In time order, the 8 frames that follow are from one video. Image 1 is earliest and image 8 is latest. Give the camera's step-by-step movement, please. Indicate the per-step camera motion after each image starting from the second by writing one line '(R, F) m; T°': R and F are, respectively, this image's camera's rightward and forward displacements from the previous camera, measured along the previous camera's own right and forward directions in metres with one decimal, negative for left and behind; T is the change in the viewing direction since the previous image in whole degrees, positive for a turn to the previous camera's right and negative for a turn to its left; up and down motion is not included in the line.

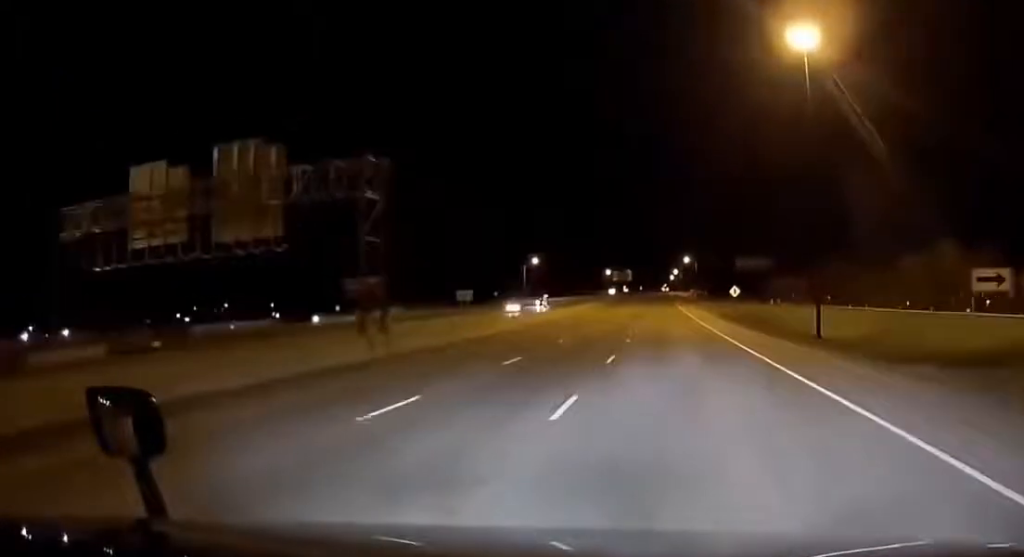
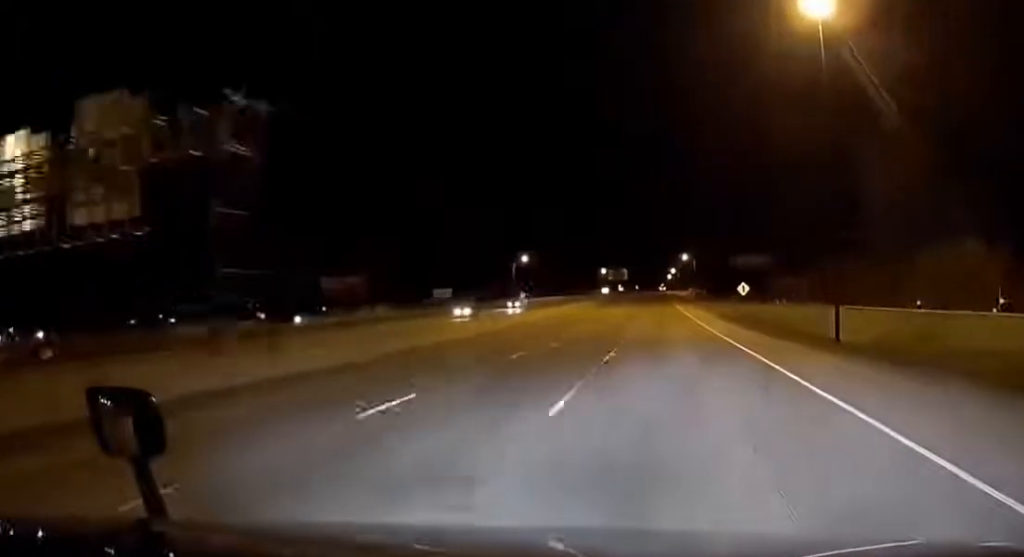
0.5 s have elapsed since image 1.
(+0.3, +11.9) m; +1°
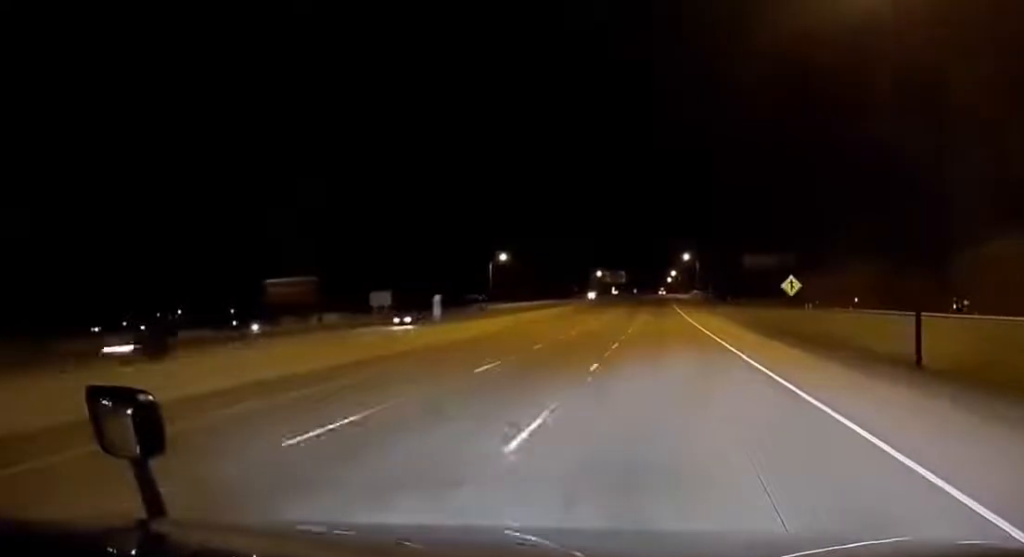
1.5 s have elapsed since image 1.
(+0.3, +27.1) m; +1°
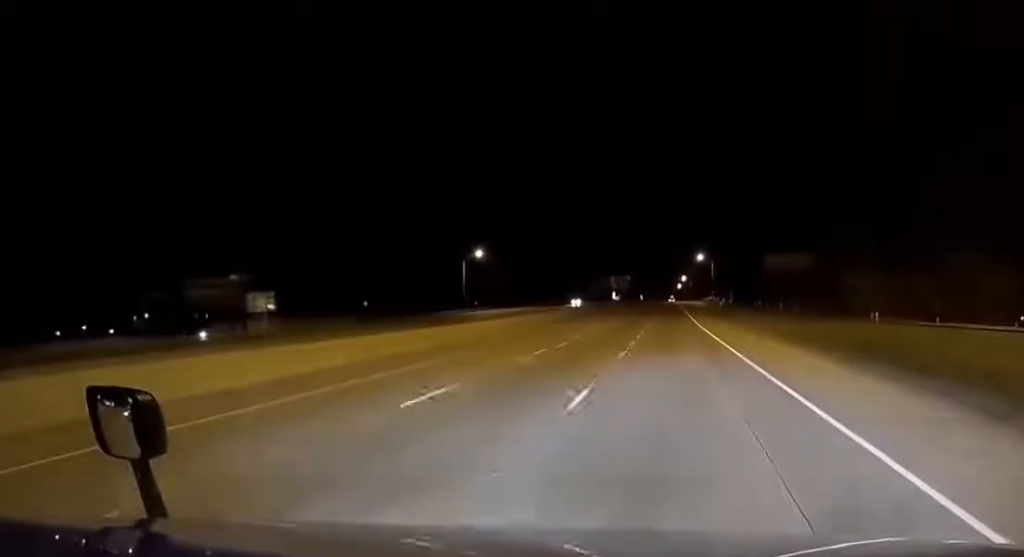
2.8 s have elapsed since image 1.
(0.0, +32.1) m; -1°
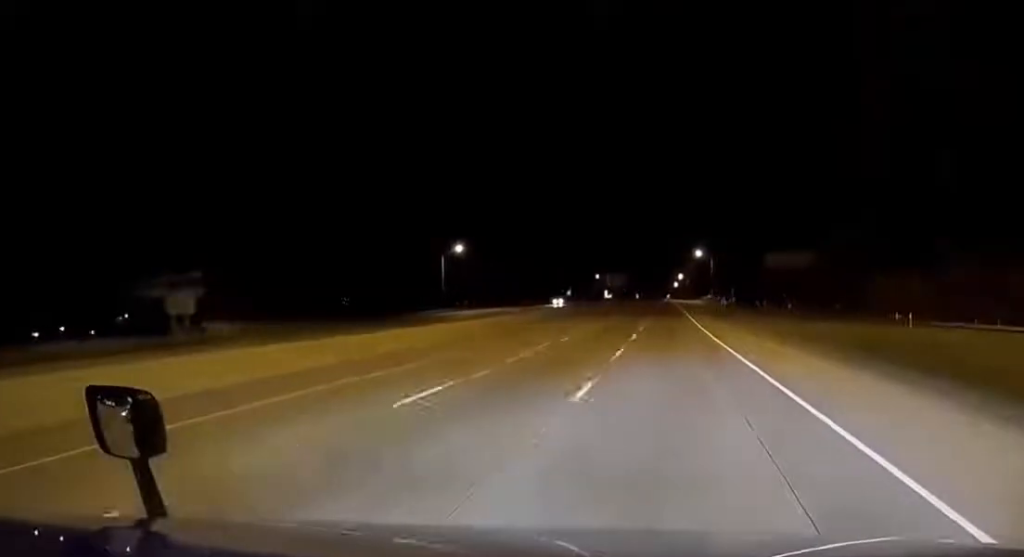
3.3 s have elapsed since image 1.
(-0.3, +11.8) m; 0°
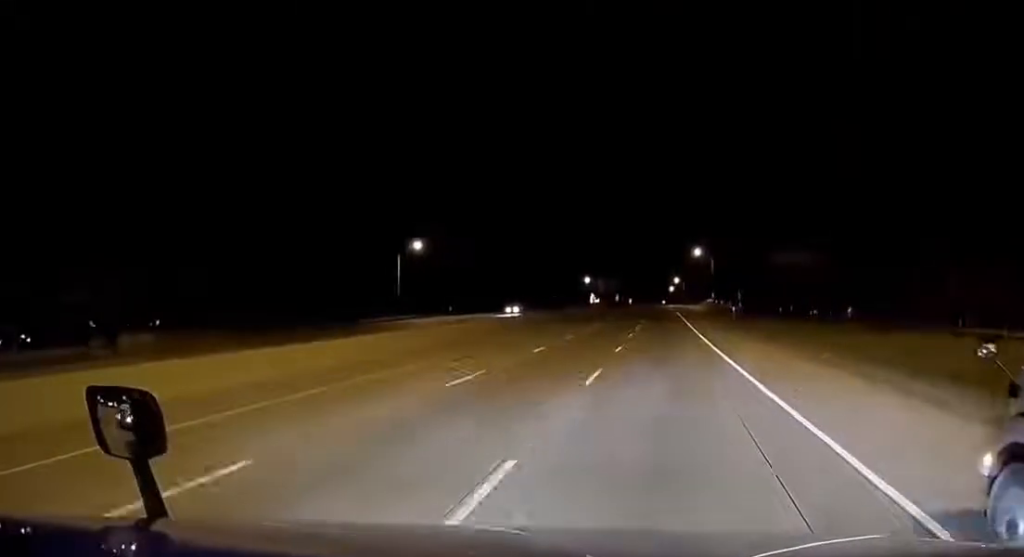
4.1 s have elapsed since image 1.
(-0.3, +21.1) m; 0°
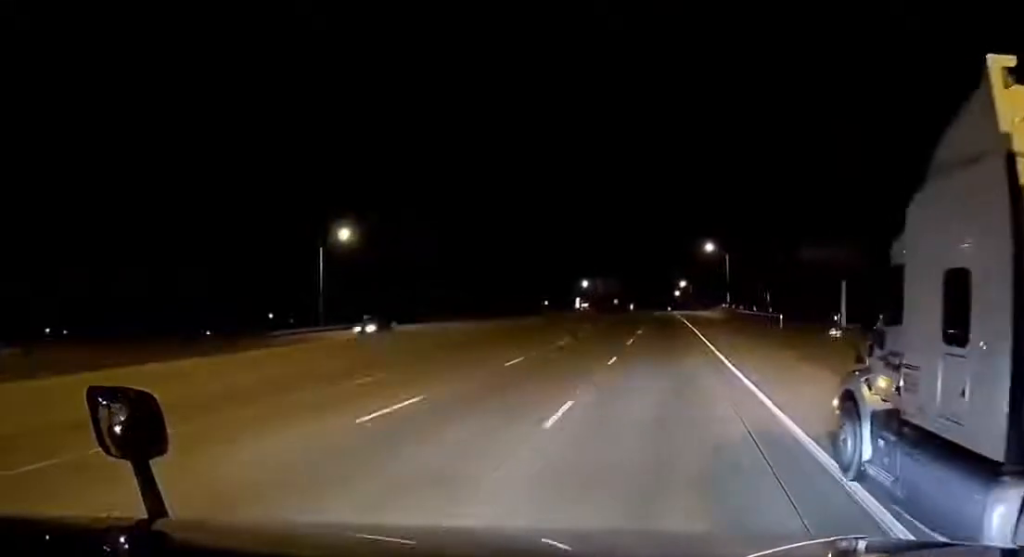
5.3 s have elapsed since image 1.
(+0.6, +29.3) m; +1°
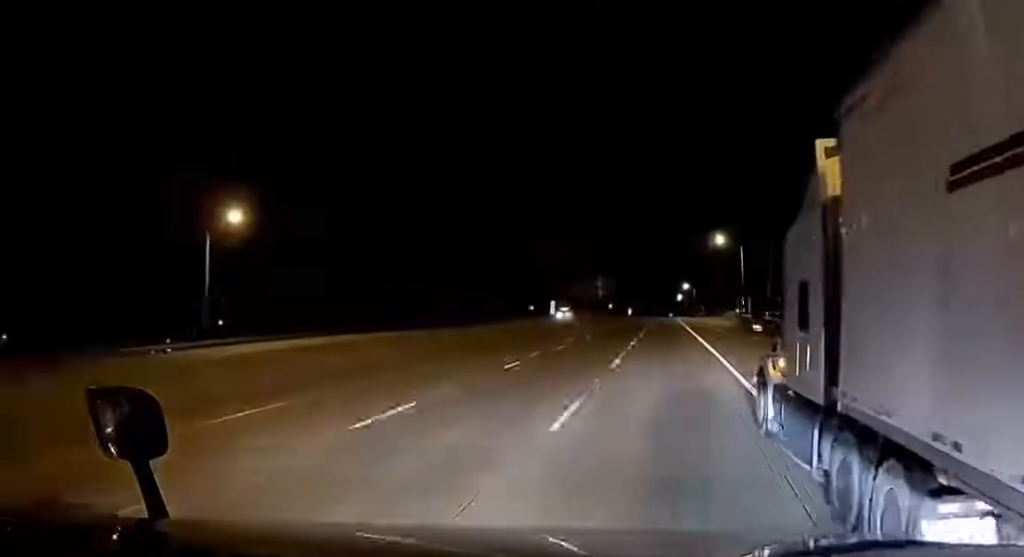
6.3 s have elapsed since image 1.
(-0.3, +24.7) m; -2°
